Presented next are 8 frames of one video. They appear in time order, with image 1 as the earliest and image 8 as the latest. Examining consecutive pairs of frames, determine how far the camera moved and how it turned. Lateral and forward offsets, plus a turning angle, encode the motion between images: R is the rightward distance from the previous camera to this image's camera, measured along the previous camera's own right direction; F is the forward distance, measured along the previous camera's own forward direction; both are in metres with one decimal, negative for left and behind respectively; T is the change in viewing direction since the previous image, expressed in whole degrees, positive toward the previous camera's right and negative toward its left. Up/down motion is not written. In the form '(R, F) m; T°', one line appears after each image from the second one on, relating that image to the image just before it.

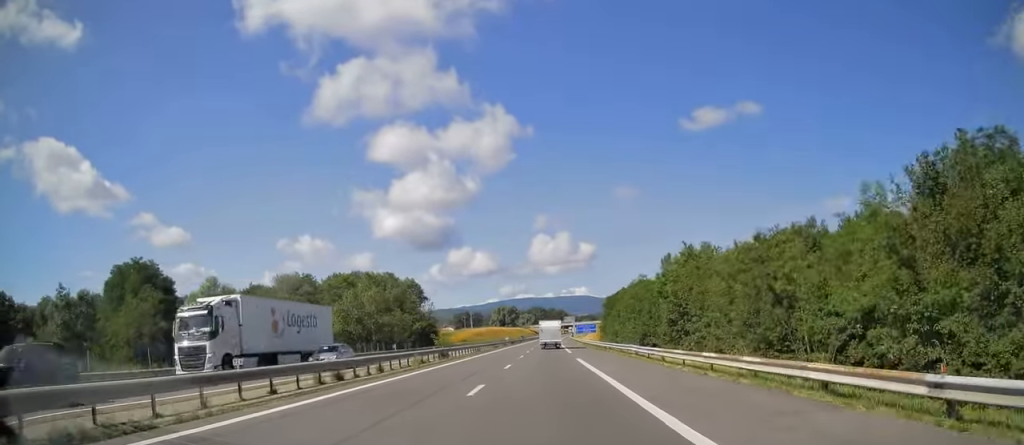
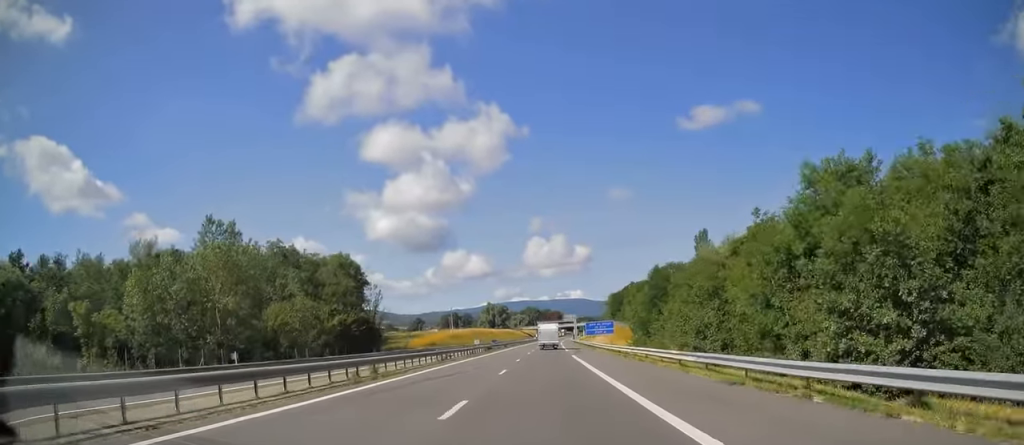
(+0.3, +43.0) m; +1°
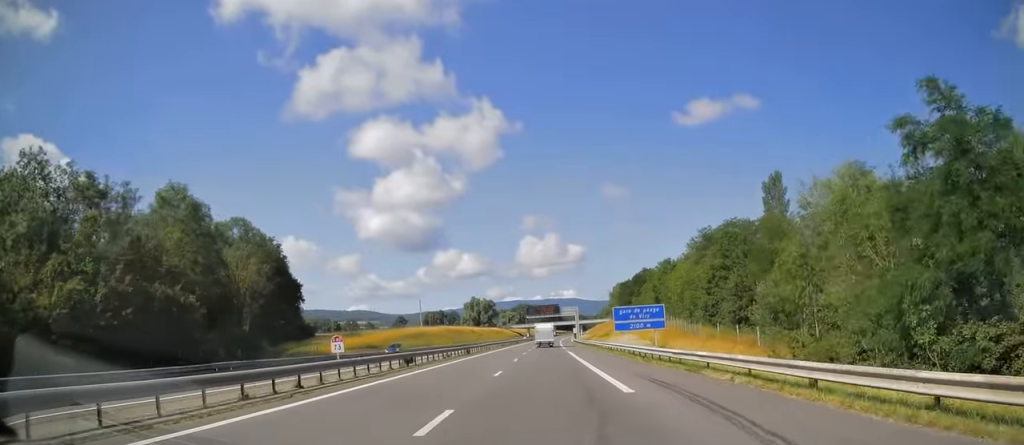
(+0.2, +44.7) m; 0°
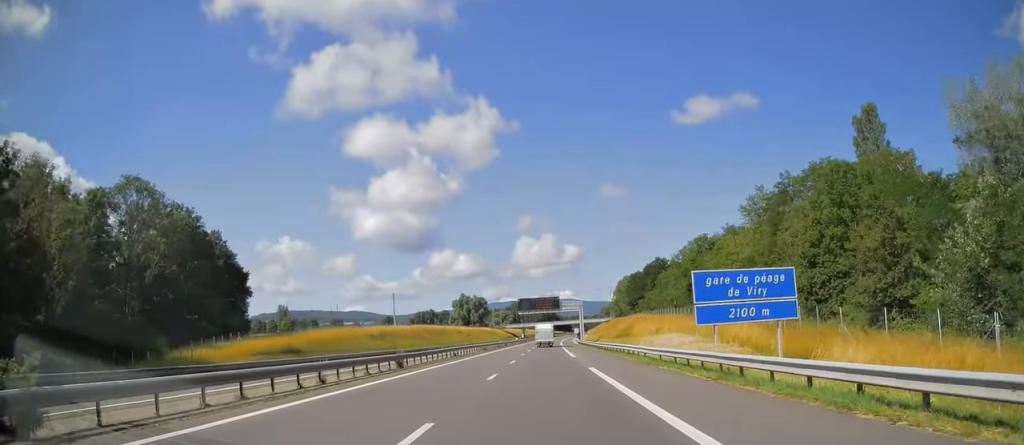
(0.0, +28.0) m; 0°
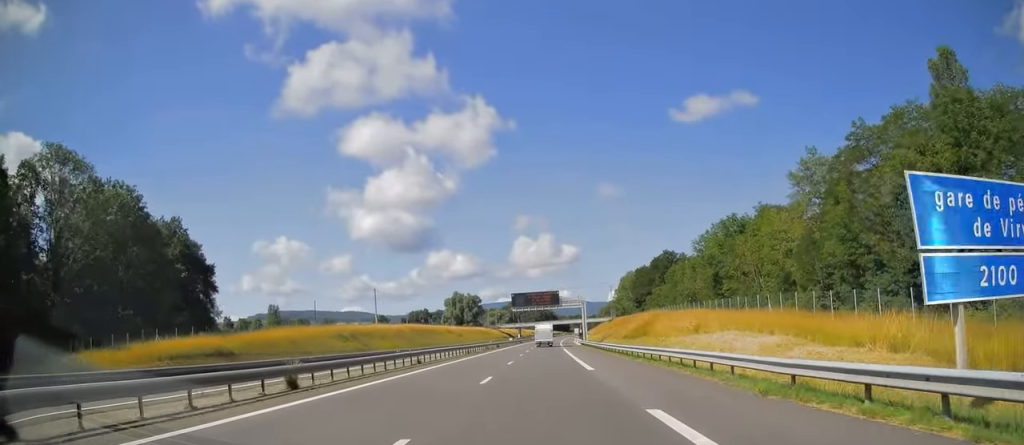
(0.0, +14.5) m; 0°
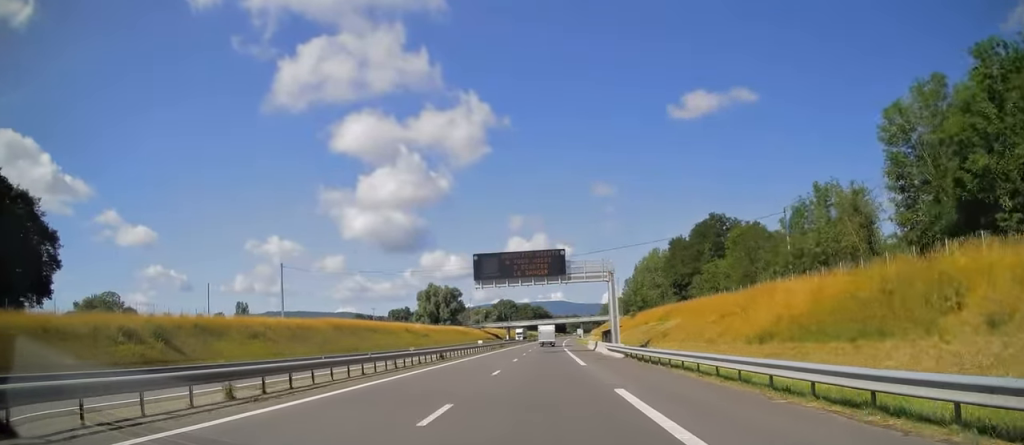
(+0.4, +47.6) m; 0°
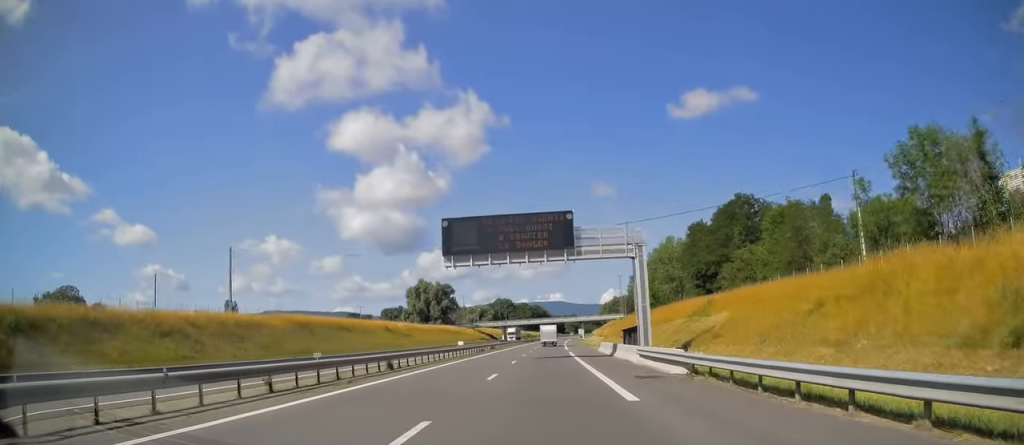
(-0.1, +15.5) m; 0°
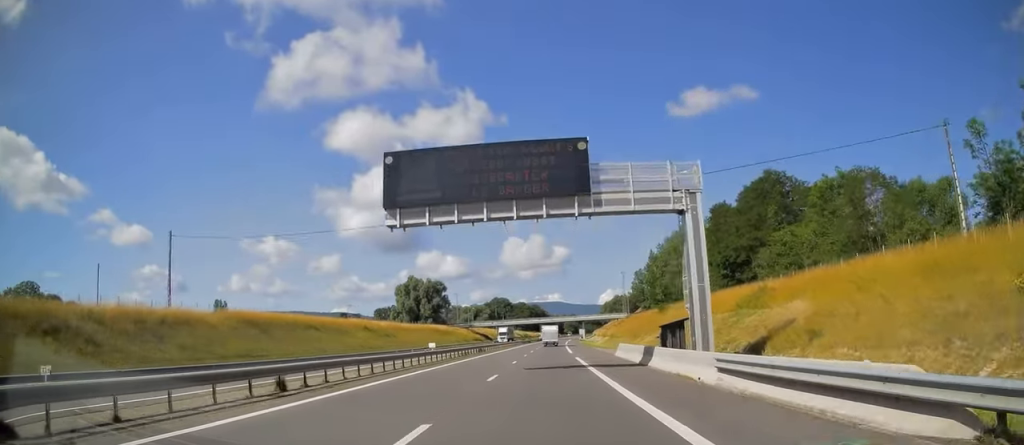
(0.0, +13.4) m; 0°
